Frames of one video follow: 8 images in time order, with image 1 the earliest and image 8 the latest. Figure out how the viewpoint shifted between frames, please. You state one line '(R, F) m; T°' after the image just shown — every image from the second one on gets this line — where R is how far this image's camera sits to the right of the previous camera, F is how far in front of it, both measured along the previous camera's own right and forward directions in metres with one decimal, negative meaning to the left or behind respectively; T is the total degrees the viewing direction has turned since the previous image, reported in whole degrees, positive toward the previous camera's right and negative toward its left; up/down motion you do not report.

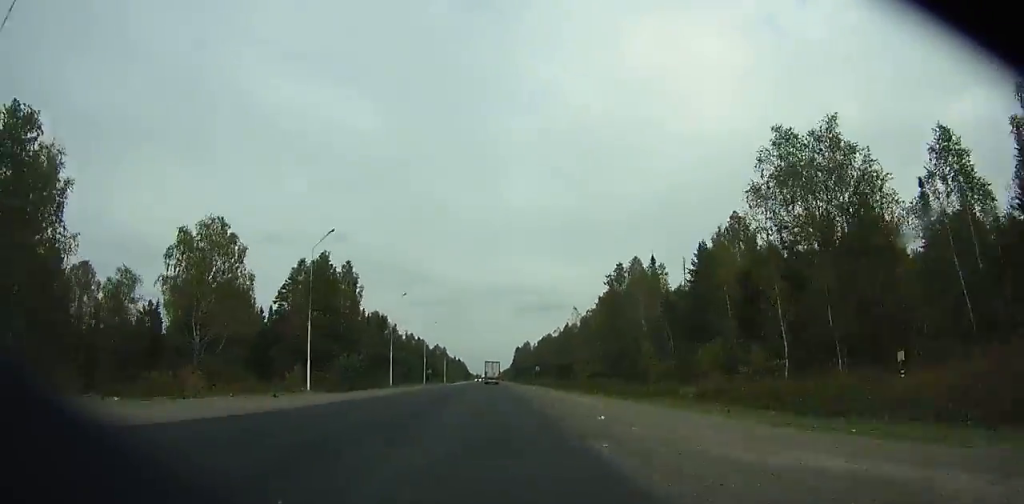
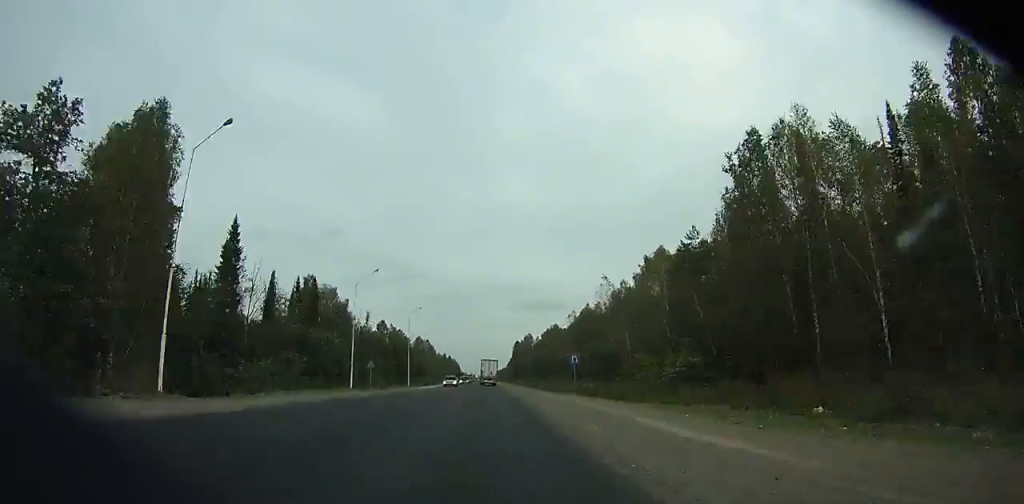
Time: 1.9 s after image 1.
(+0.3, +48.3) m; 0°
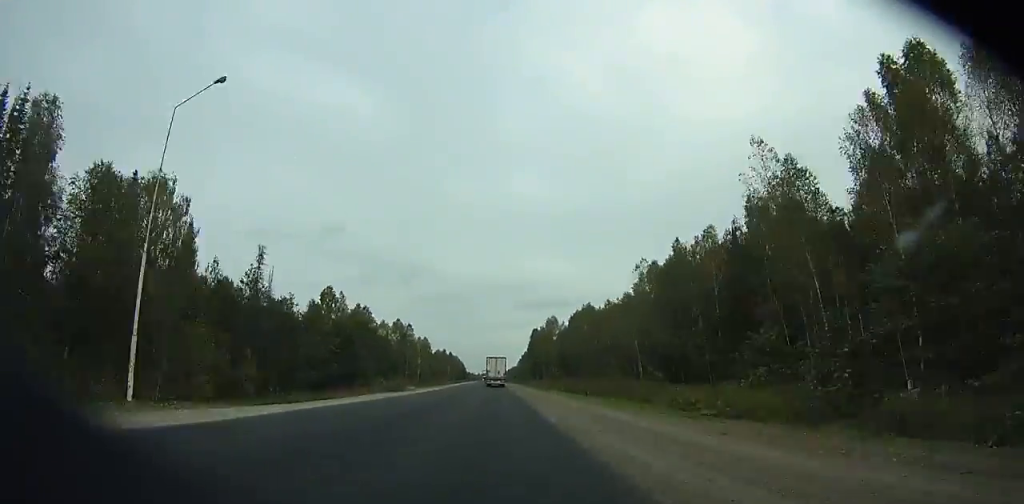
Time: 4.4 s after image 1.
(+0.1, +62.5) m; 0°
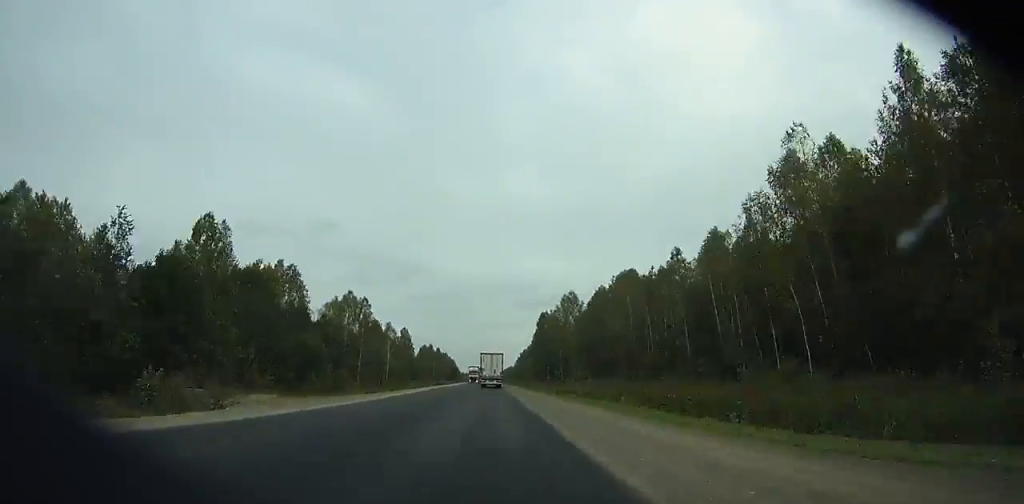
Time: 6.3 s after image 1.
(-0.1, +46.6) m; 0°
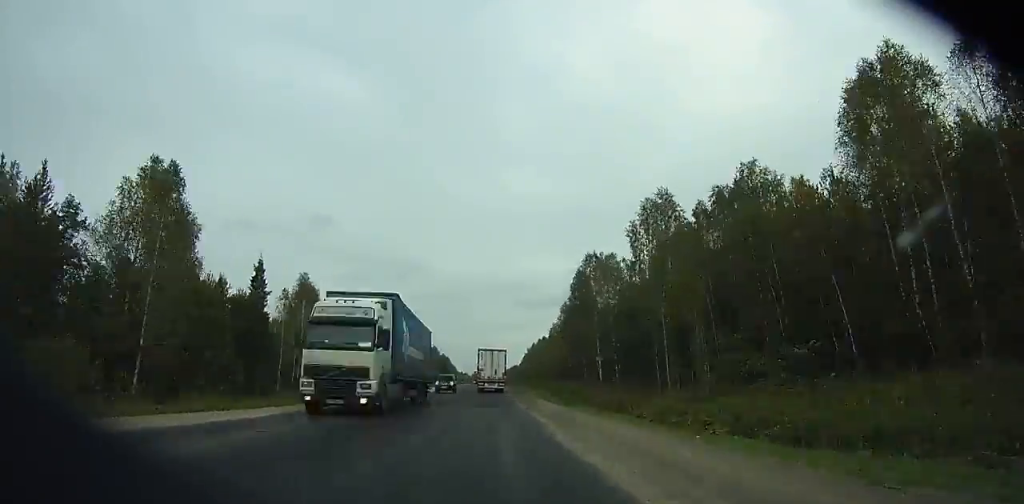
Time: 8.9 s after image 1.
(-0.2, +62.2) m; 0°
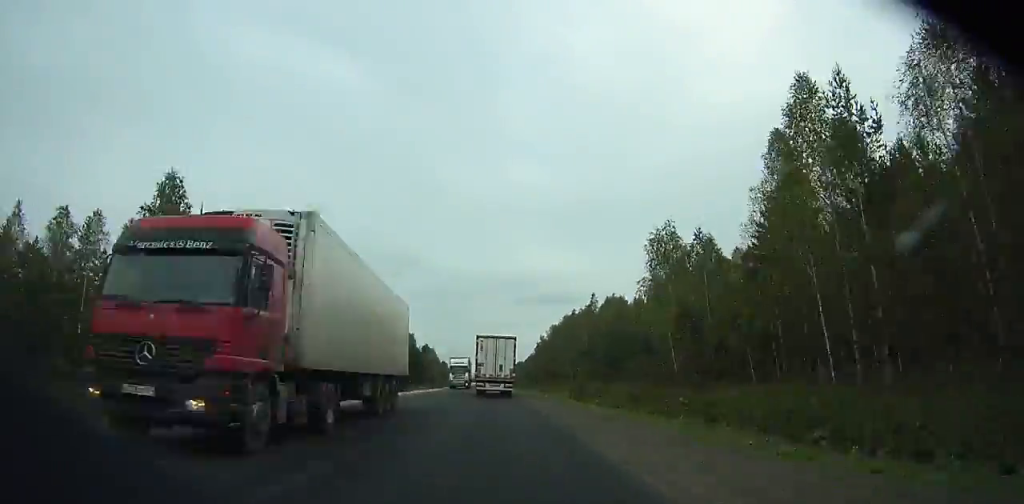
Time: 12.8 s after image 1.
(-0.3, +88.5) m; 0°
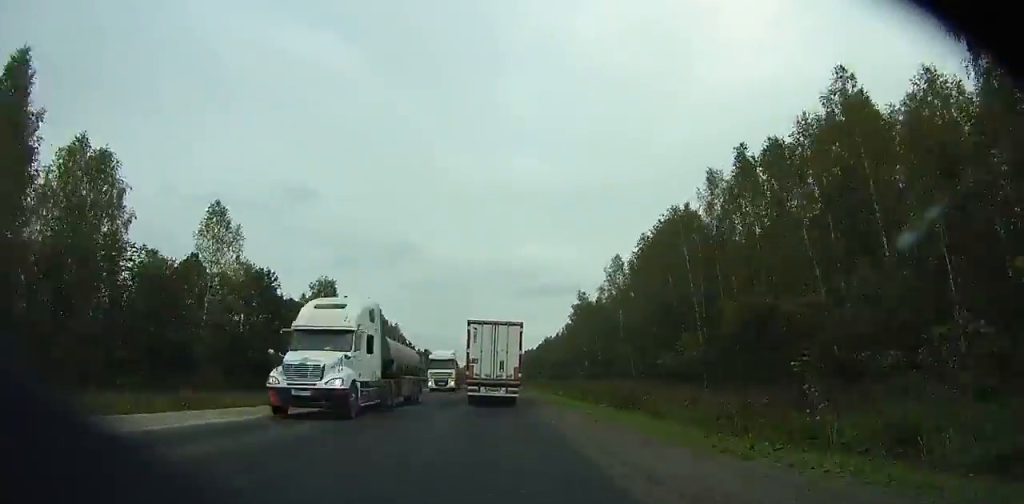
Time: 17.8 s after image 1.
(+0.5, +105.7) m; 0°
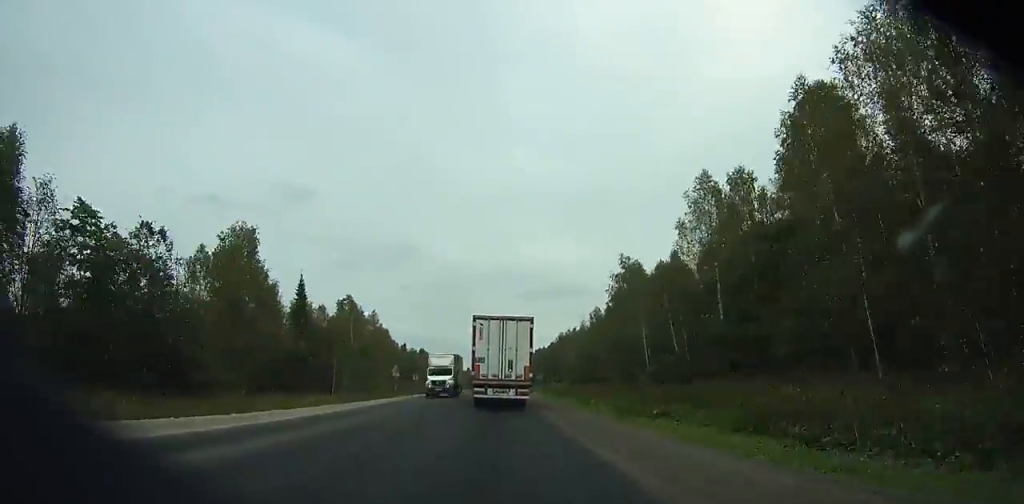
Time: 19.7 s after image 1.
(-0.2, +38.7) m; 0°
